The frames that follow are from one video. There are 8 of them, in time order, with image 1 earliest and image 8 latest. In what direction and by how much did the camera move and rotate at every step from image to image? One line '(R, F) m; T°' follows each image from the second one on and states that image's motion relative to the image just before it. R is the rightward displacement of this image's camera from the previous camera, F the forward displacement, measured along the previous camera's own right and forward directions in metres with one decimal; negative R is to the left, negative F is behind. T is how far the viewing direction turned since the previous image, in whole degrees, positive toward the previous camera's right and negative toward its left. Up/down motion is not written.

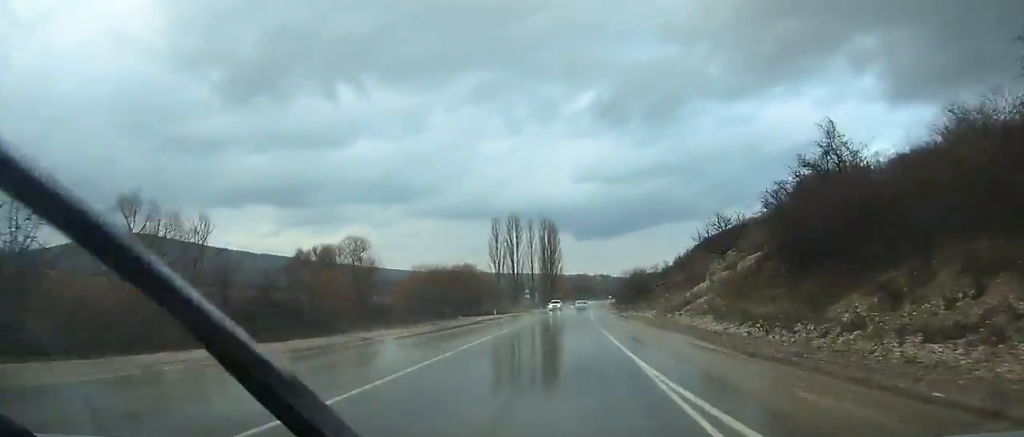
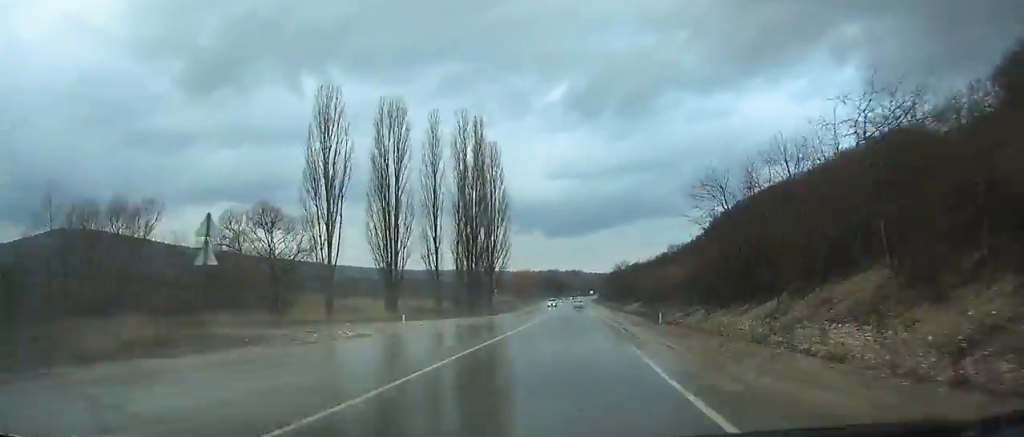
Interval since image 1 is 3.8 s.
(+1.8, +85.9) m; +2°
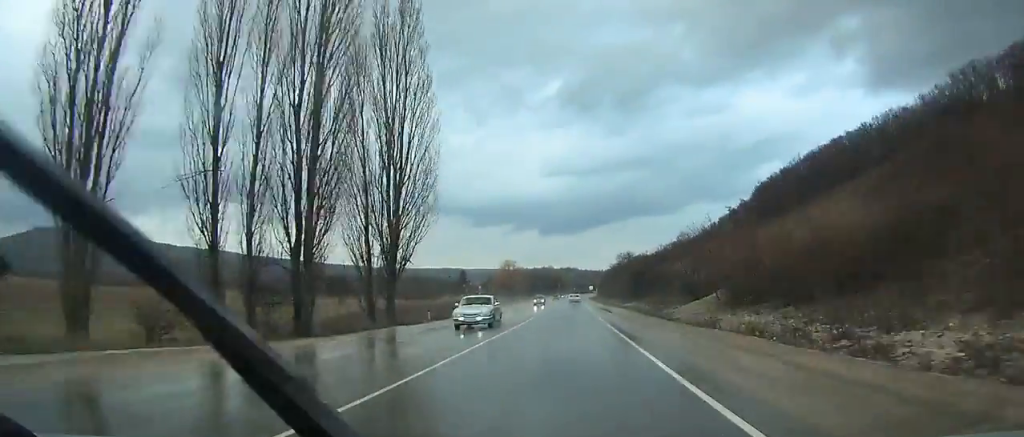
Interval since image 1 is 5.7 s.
(+0.5, +43.6) m; +1°
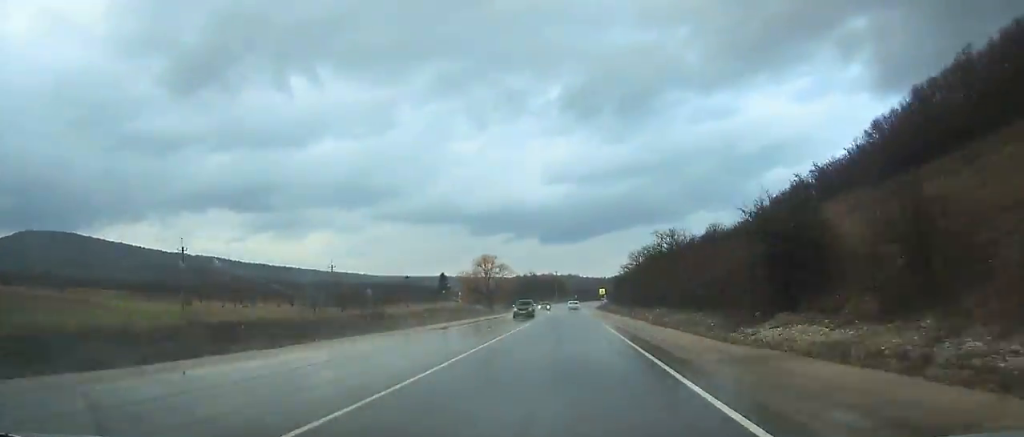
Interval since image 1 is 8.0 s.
(+0.3, +53.6) m; 0°
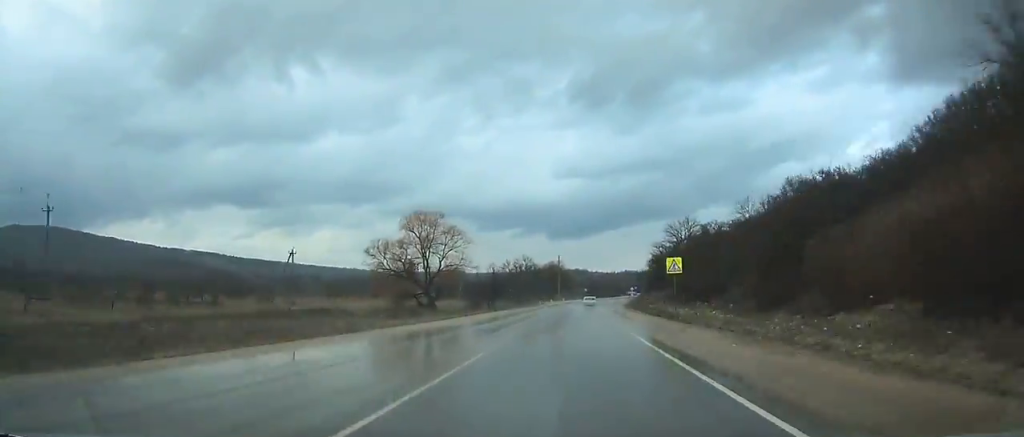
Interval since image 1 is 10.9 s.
(-0.3, +67.6) m; +1°
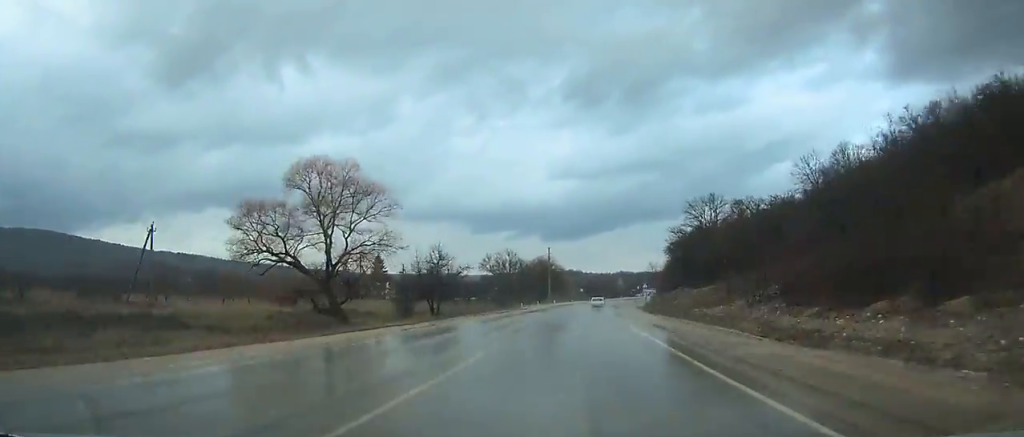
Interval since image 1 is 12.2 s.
(+0.2, +29.9) m; +1°
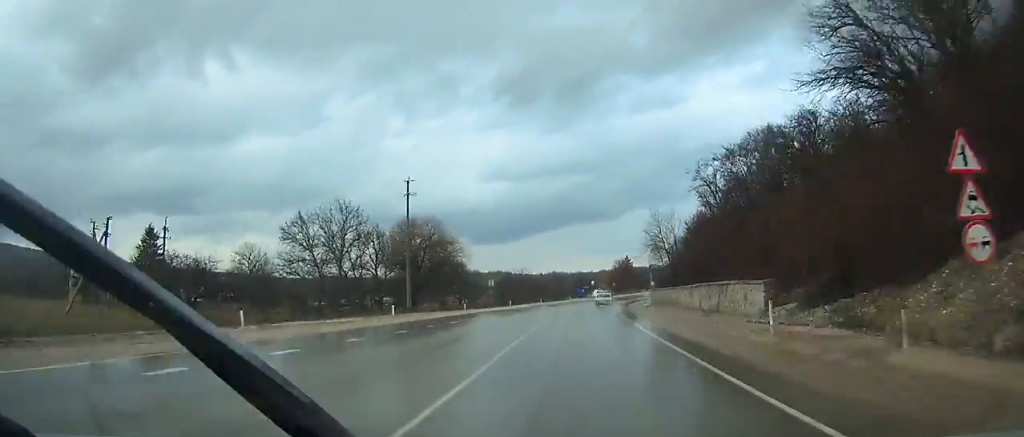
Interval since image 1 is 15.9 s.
(+3.7, +83.3) m; +7°
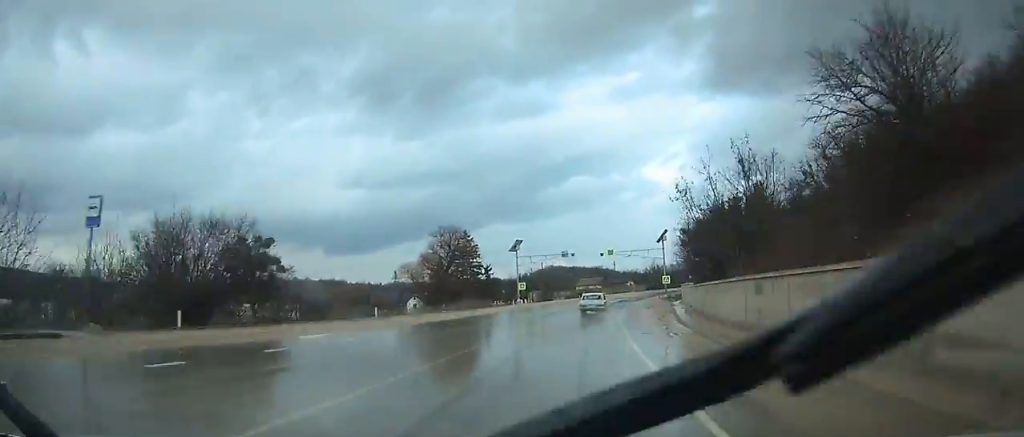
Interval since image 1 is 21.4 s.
(+14.3, +116.3) m; +15°
